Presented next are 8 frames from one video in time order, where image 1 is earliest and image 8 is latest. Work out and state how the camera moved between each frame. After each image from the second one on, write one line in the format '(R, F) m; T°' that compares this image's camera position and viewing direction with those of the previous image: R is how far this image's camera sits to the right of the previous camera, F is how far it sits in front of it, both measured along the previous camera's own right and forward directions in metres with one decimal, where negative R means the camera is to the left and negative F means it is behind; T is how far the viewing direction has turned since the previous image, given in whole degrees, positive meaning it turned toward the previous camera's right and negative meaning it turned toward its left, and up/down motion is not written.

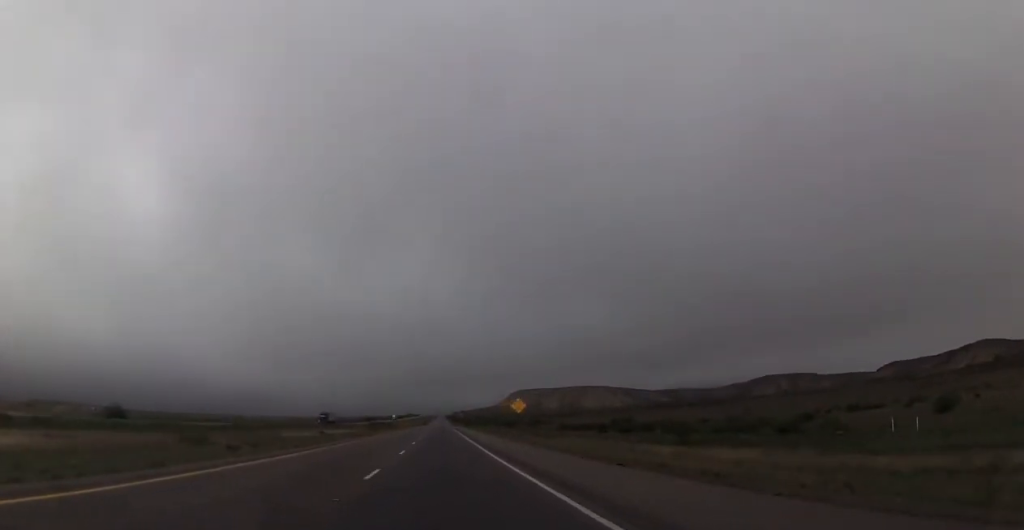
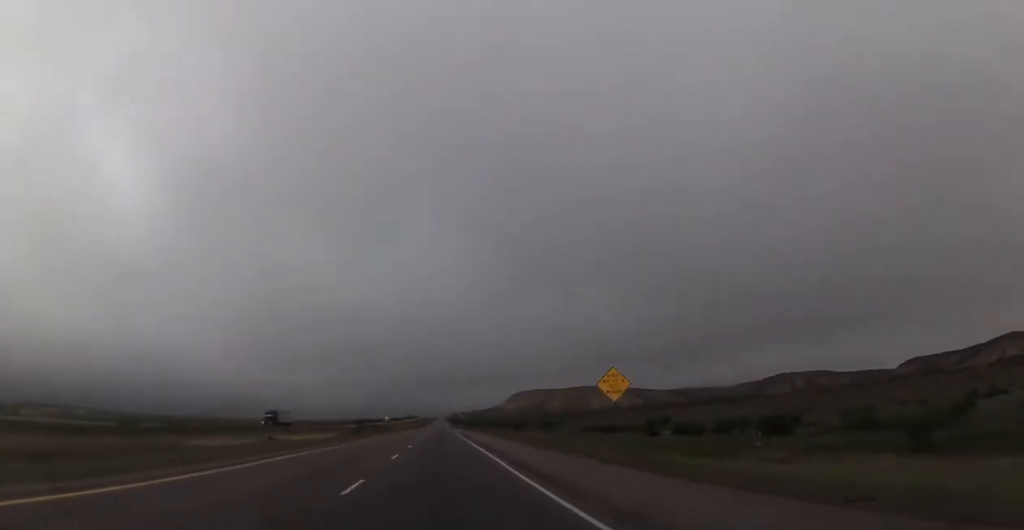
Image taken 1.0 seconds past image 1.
(-0.4, +39.4) m; 0°
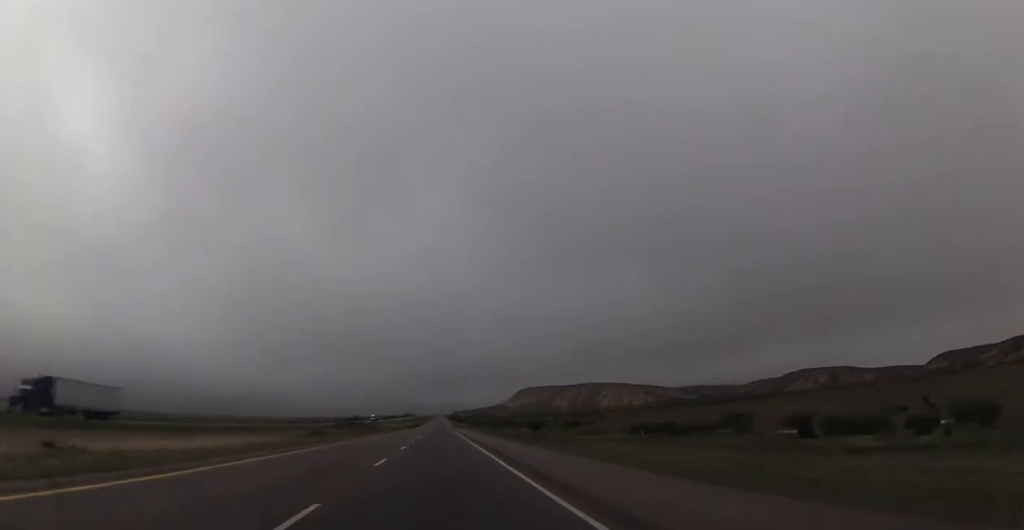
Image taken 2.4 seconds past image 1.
(+0.5, +53.6) m; +1°
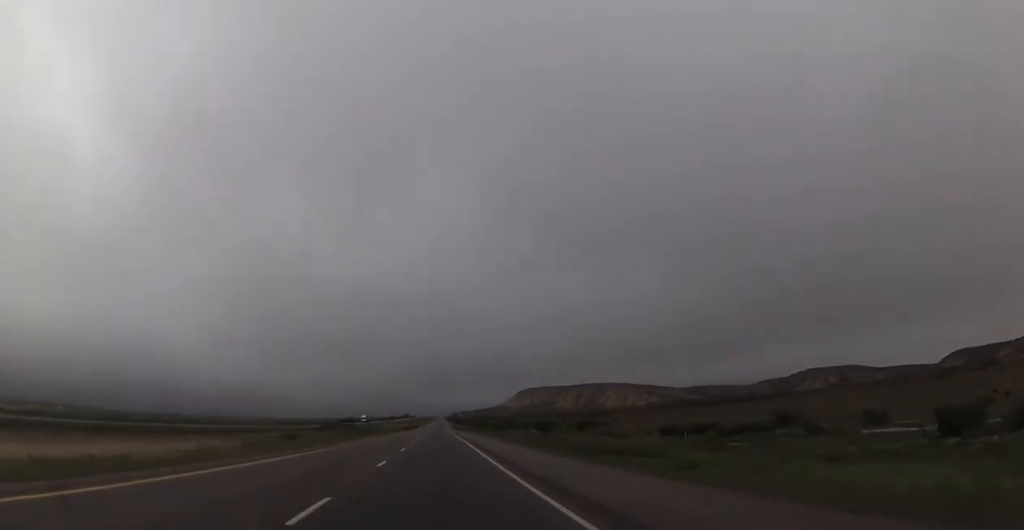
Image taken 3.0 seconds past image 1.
(0.0, +23.0) m; 0°
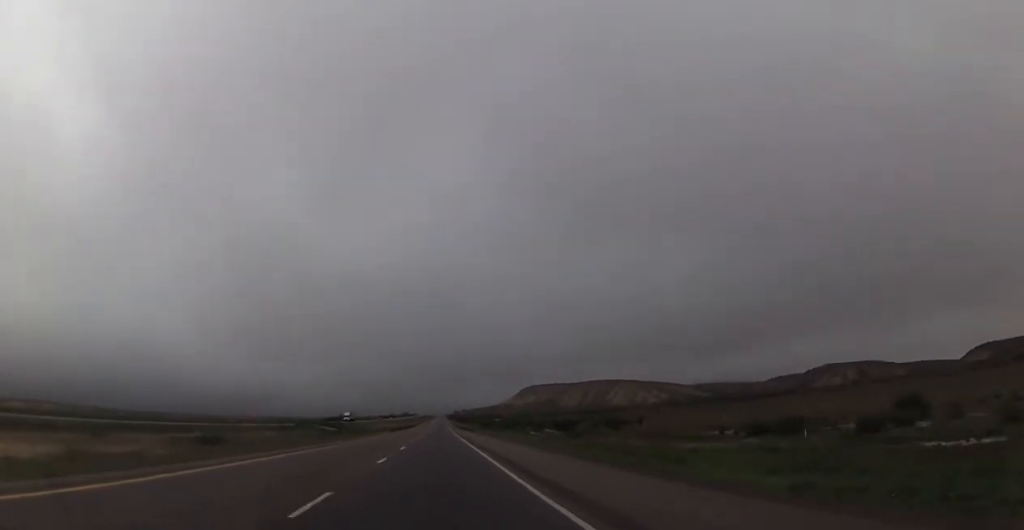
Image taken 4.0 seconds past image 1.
(0.0, +35.8) m; -1°
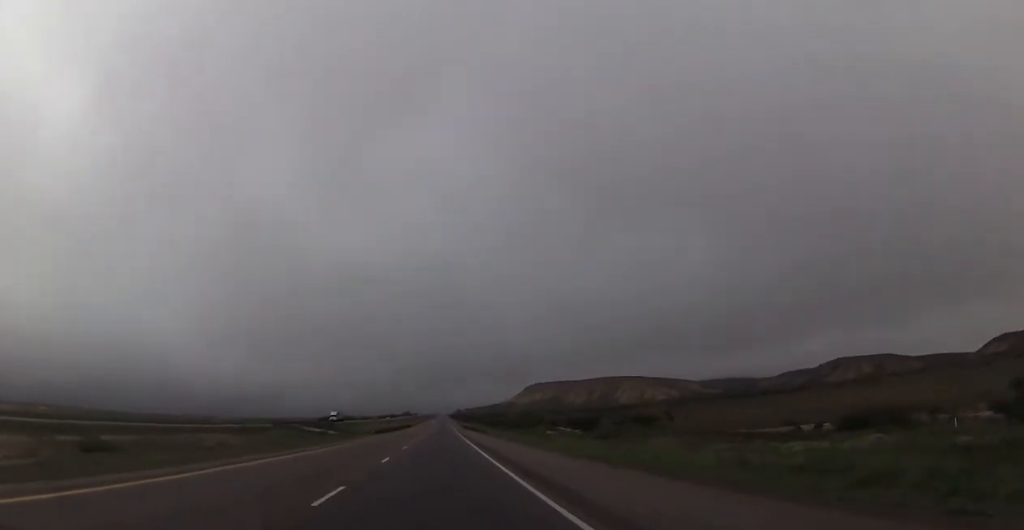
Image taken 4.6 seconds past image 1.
(0.0, +23.0) m; 0°
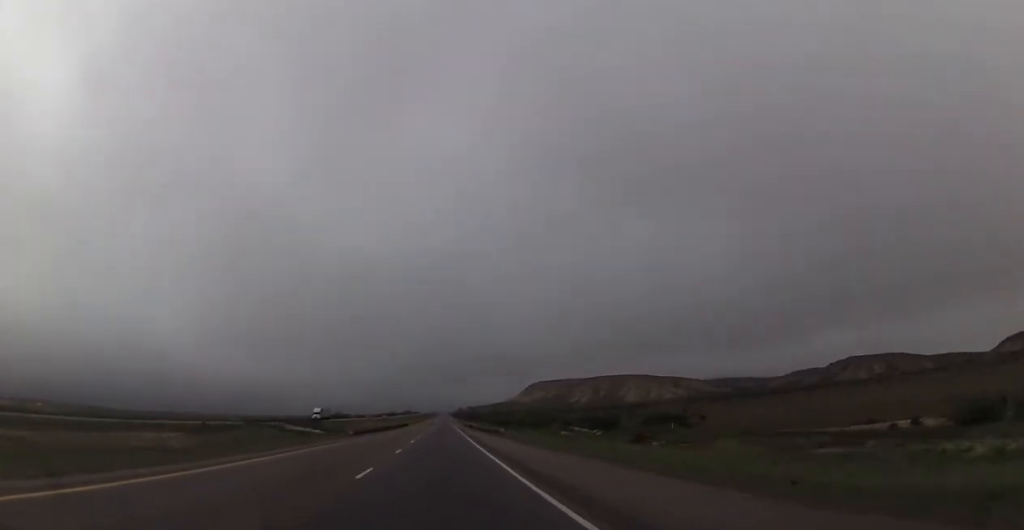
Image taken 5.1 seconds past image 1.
(-0.3, +19.2) m; 0°
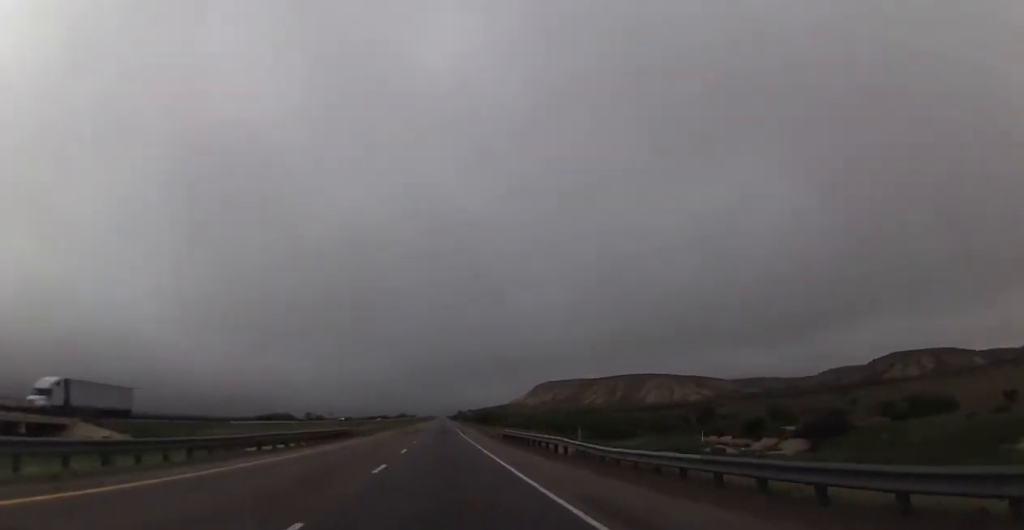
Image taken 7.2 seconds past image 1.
(0.0, +83.1) m; 0°
